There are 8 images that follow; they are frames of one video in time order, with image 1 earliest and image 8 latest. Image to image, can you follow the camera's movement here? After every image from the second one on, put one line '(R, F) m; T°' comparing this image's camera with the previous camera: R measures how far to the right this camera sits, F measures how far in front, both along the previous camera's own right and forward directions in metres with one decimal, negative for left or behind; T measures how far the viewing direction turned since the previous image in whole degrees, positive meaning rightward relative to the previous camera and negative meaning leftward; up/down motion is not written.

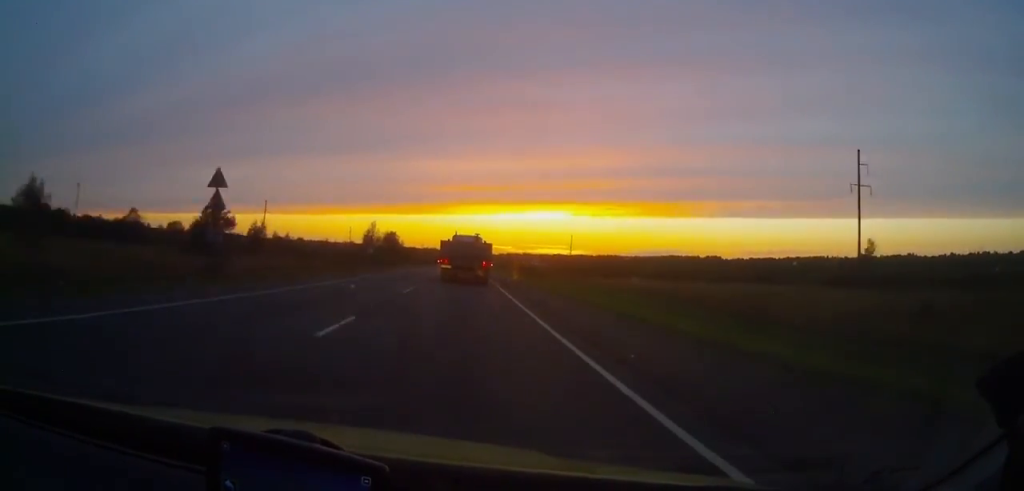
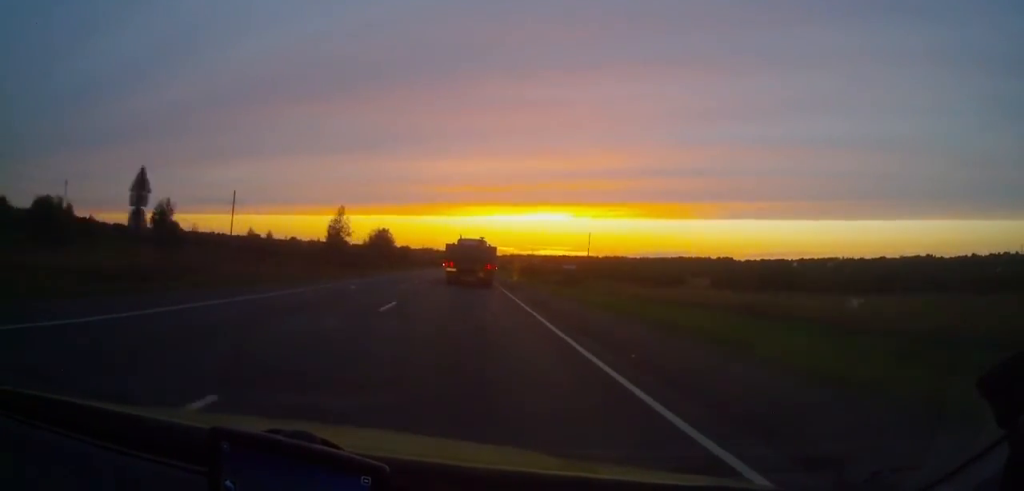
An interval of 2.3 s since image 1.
(-0.5, +41.1) m; 0°
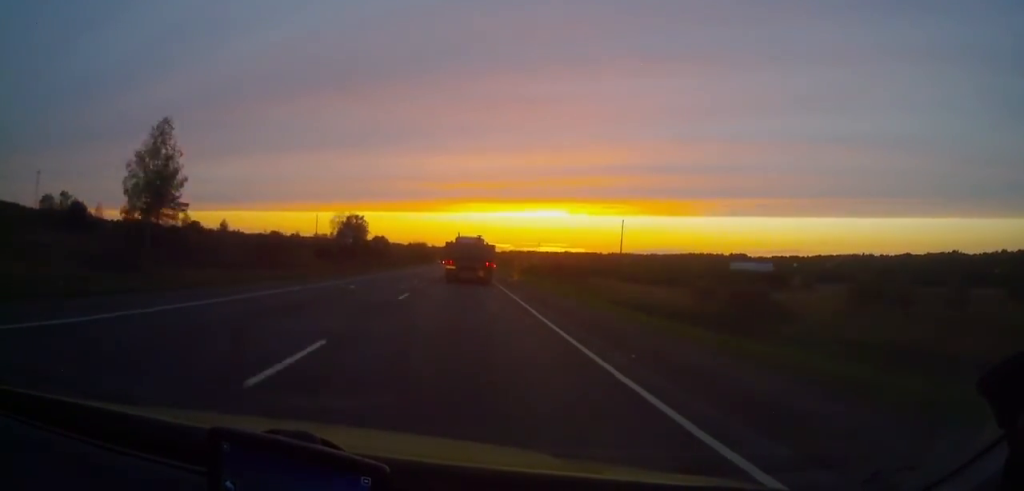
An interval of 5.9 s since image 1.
(+0.5, +65.9) m; 0°
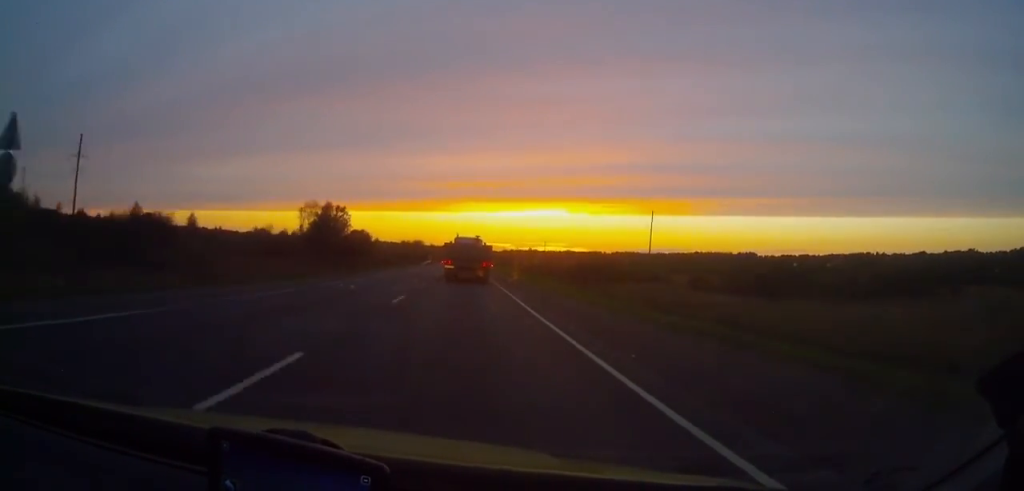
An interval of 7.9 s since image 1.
(+0.1, +37.0) m; 0°
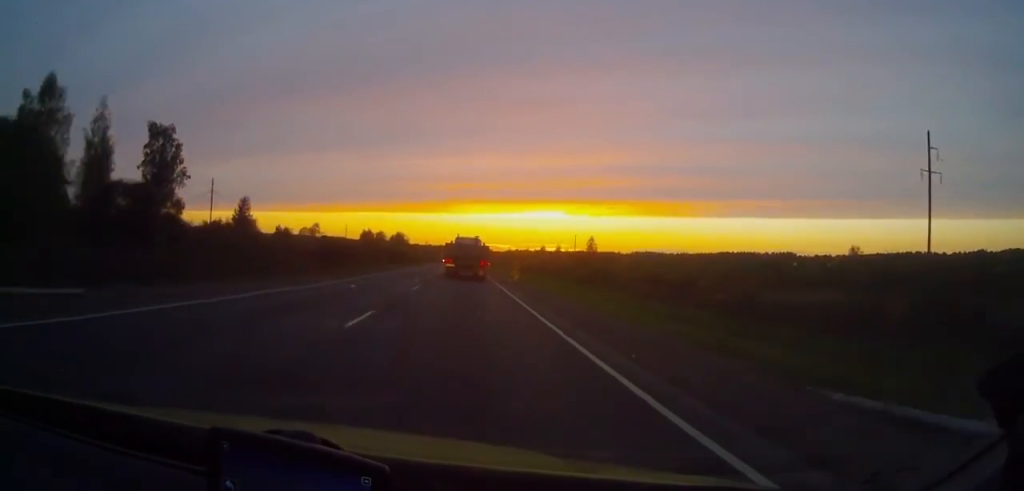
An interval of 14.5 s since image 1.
(+0.1, +125.5) m; 0°
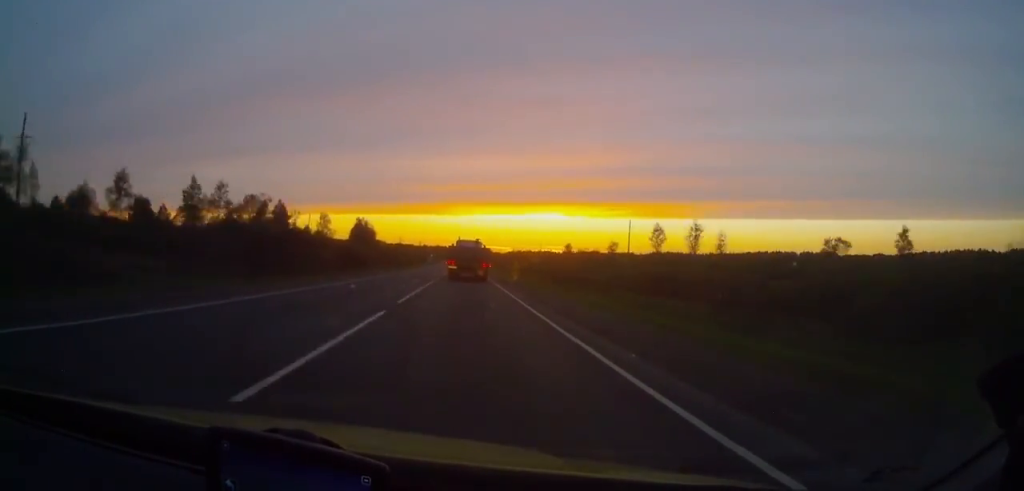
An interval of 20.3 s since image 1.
(-0.6, +111.3) m; 0°
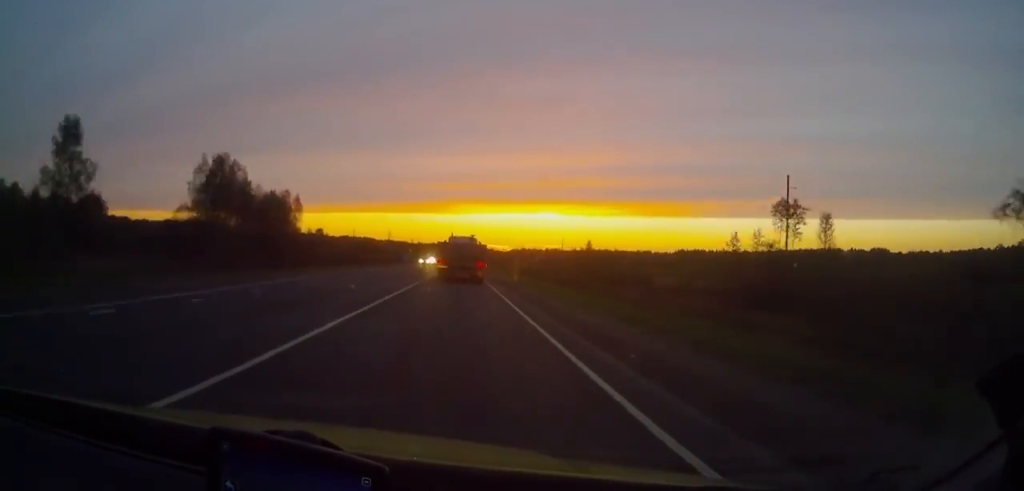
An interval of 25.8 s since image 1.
(+0.2, +108.7) m; 0°
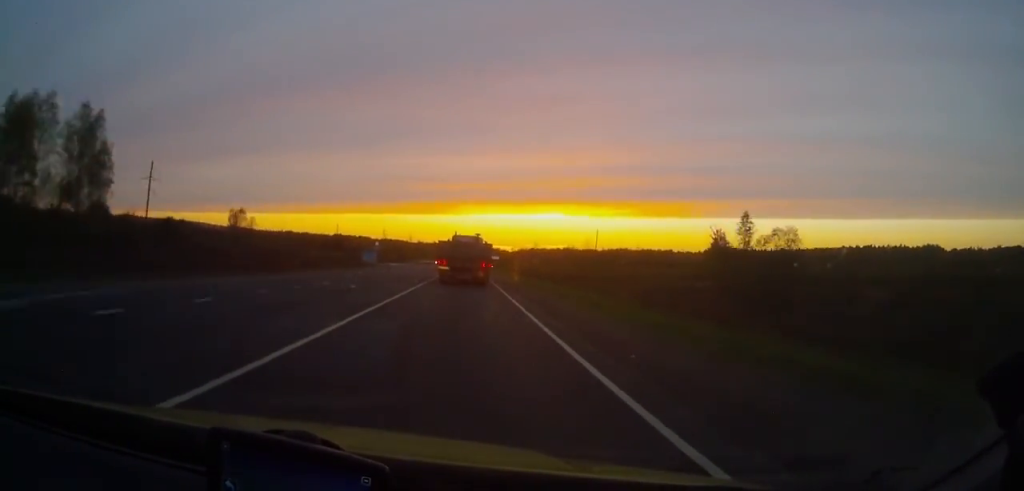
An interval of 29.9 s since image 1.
(-0.4, +82.8) m; 0°
